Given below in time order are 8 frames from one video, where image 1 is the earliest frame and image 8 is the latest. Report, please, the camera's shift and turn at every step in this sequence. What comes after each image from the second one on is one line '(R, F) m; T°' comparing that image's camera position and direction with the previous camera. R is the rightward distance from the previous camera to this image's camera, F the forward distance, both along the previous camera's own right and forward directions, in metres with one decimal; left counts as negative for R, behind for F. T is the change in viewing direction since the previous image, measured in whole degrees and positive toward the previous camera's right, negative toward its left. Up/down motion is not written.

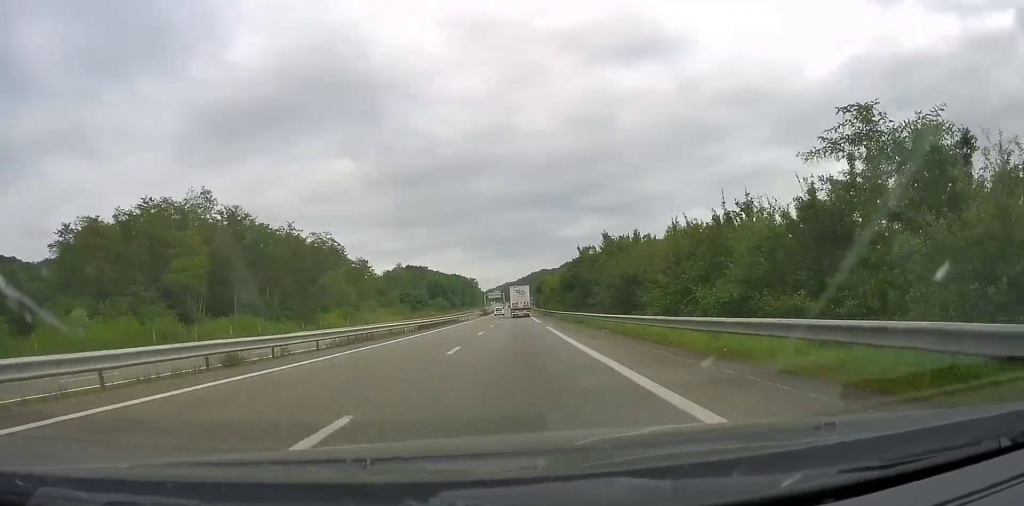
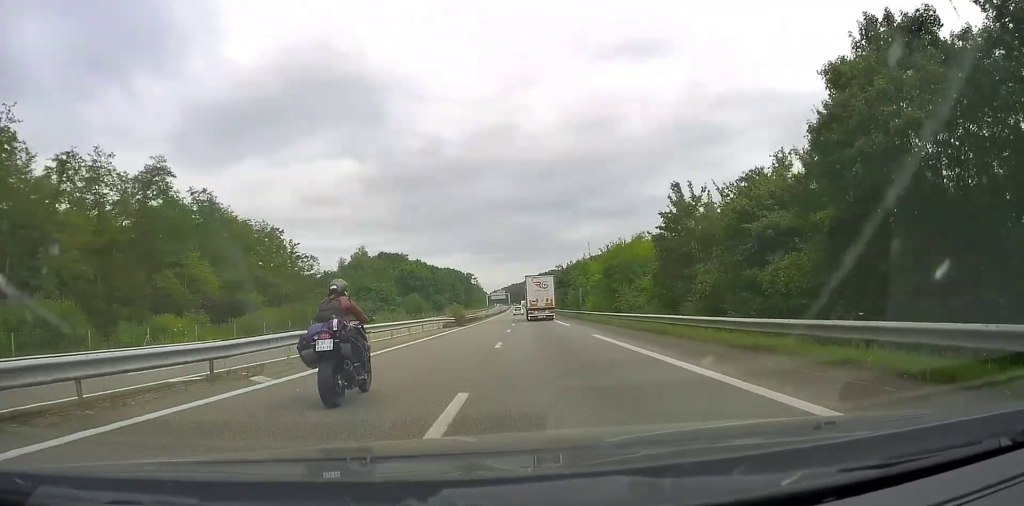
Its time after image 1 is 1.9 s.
(-0.3, +63.8) m; -2°
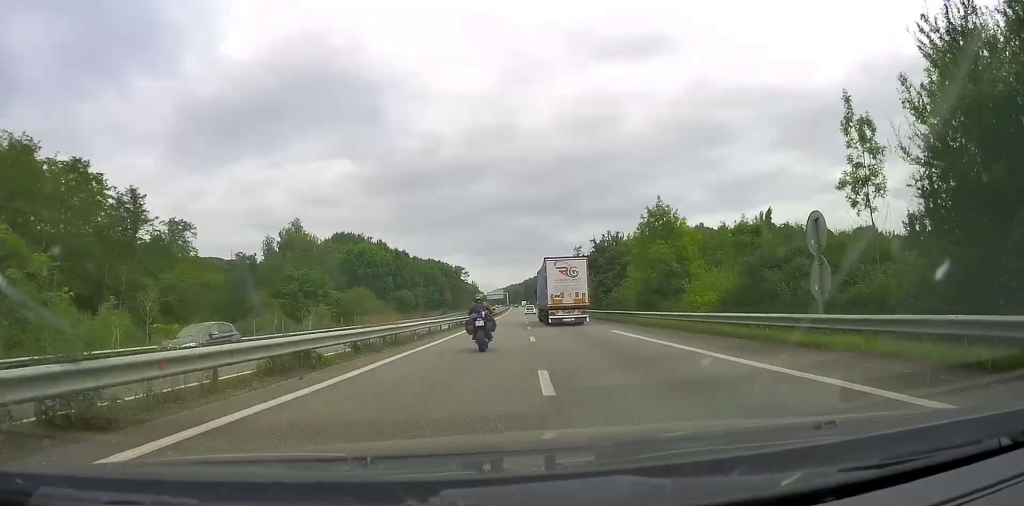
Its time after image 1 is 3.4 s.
(-0.5, +49.6) m; +1°
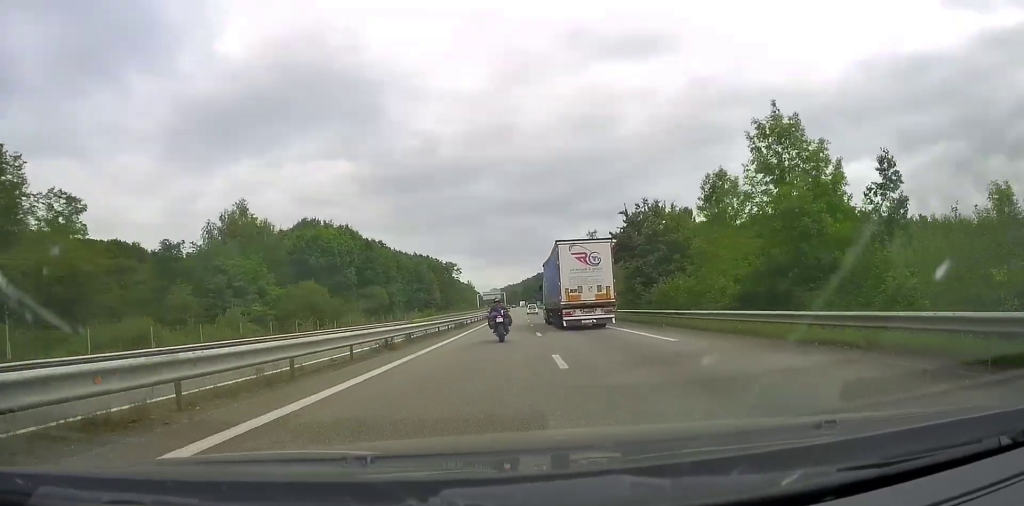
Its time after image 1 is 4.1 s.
(+0.5, +22.8) m; +1°
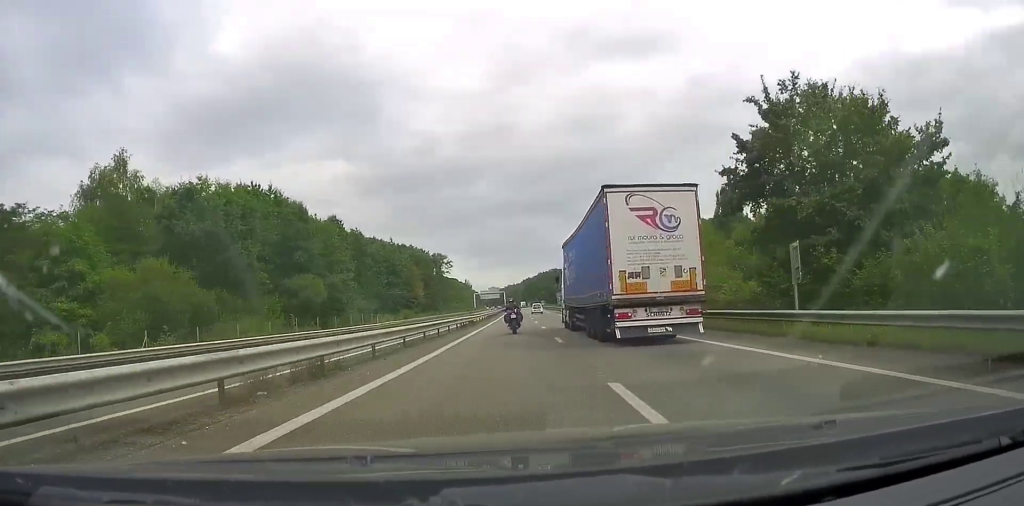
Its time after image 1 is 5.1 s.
(-0.1, +31.5) m; -1°
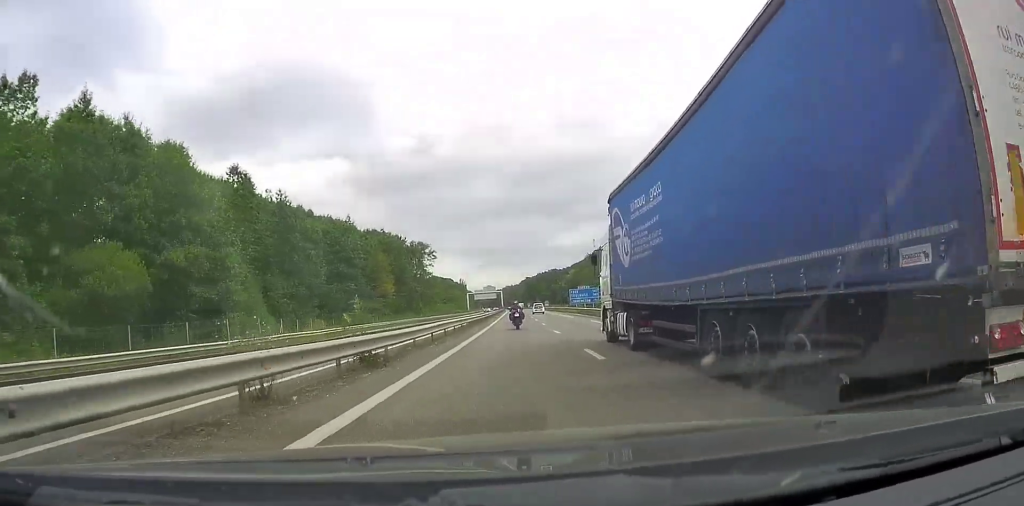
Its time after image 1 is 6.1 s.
(-0.6, +32.0) m; 0°
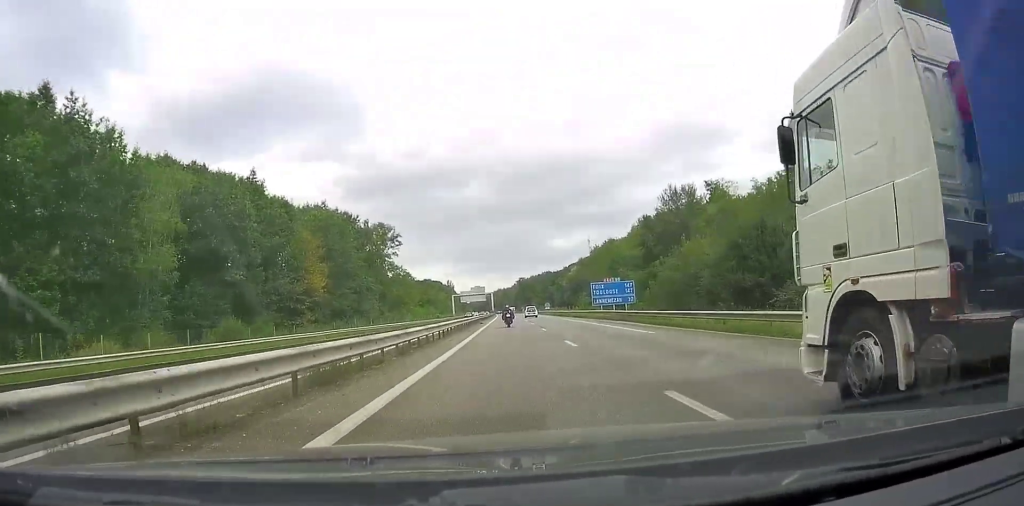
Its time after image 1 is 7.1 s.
(+0.9, +34.3) m; +1°
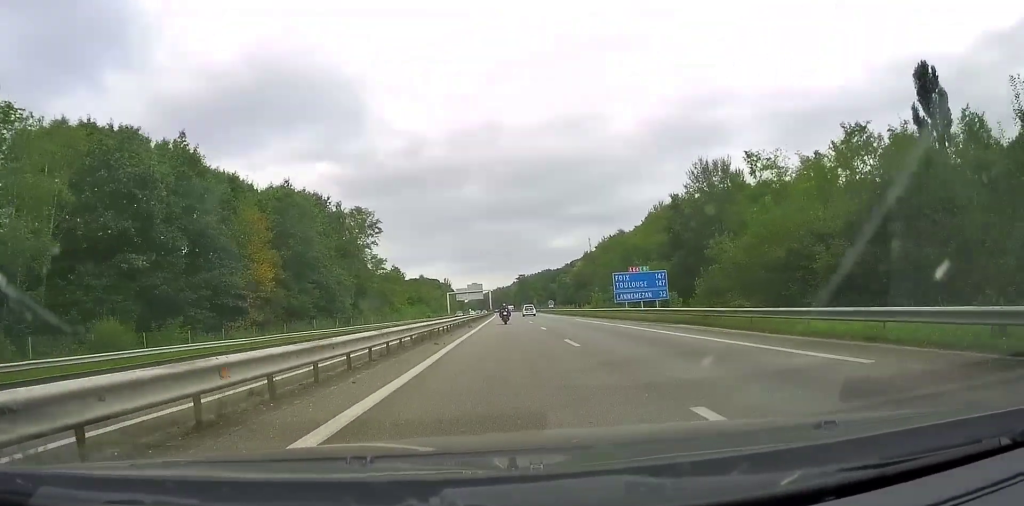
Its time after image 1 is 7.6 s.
(-0.2, +14.6) m; 0°
